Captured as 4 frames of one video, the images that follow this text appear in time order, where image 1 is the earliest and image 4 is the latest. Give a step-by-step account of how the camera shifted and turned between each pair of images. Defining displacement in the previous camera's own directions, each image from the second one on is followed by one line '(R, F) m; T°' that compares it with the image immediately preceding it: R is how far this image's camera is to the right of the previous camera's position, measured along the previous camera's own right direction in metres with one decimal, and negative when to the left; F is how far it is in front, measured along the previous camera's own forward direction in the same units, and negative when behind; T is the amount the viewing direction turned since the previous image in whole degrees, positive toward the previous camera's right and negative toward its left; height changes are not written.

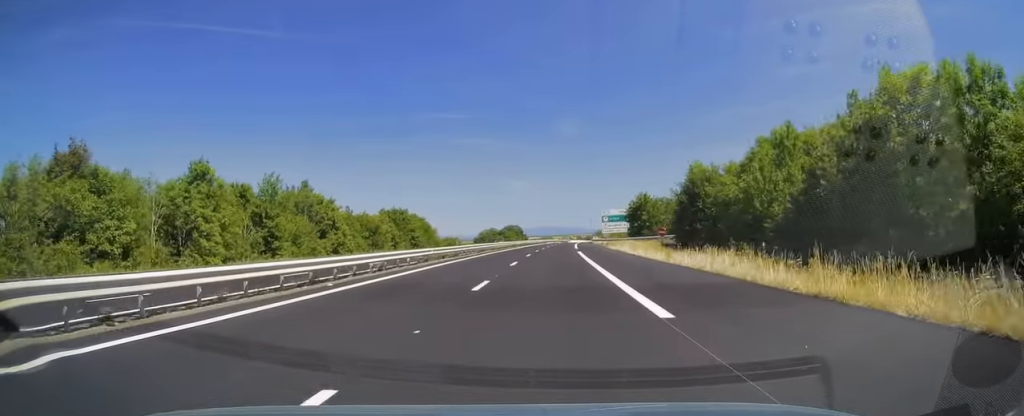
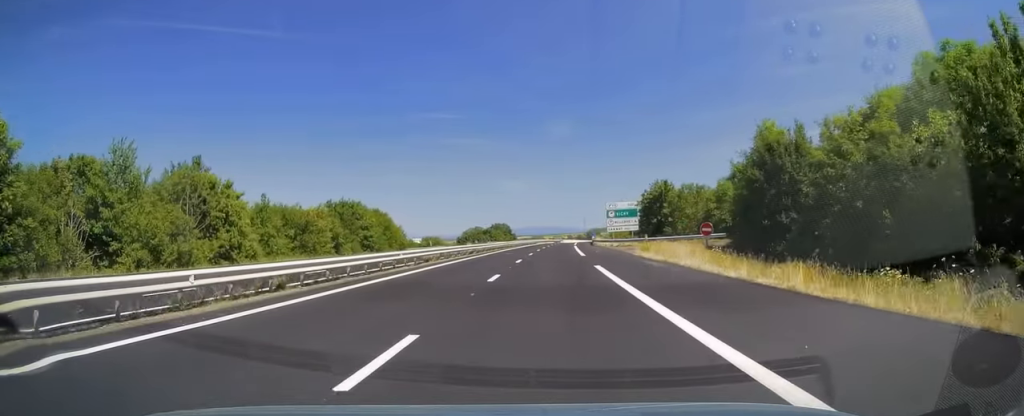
(0.0, +22.6) m; 0°
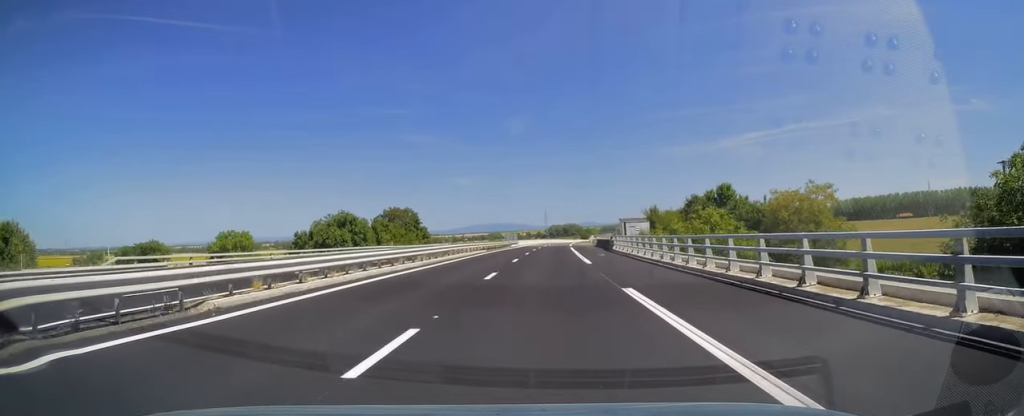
(+4.3, +114.4) m; +4°
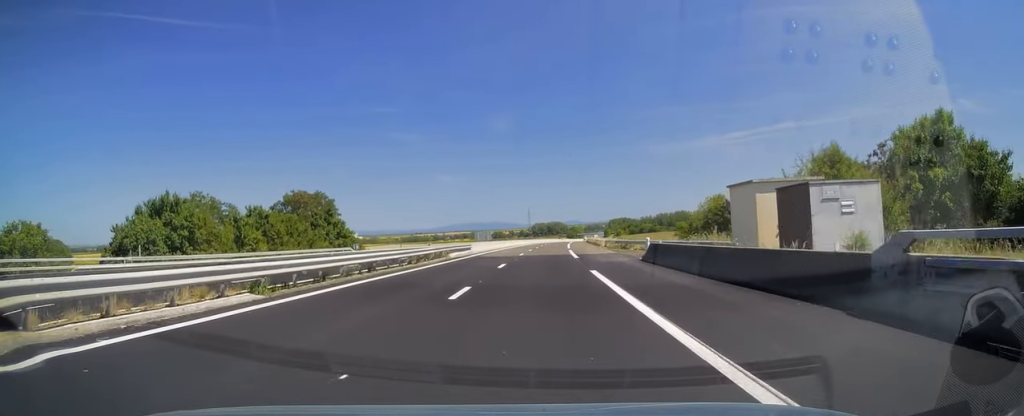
(+0.6, +43.9) m; +1°
